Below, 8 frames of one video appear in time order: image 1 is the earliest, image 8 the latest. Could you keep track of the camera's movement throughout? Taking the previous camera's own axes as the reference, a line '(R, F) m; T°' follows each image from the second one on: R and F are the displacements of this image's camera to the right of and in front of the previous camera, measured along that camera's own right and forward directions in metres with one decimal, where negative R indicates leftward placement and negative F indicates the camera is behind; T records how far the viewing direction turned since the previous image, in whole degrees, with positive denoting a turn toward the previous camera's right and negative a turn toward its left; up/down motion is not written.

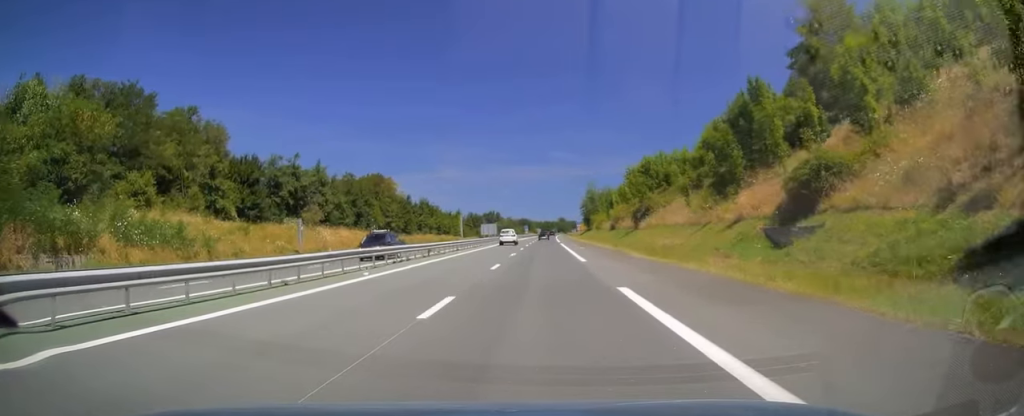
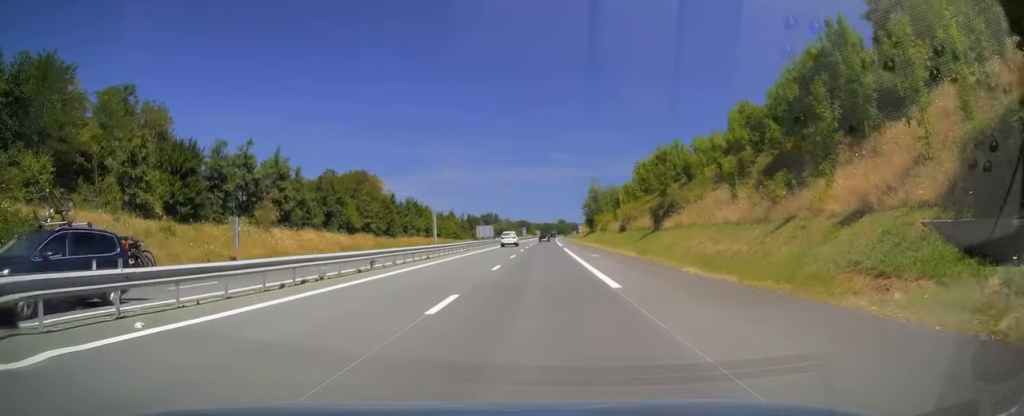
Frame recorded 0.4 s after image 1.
(0.0, +12.2) m; 0°
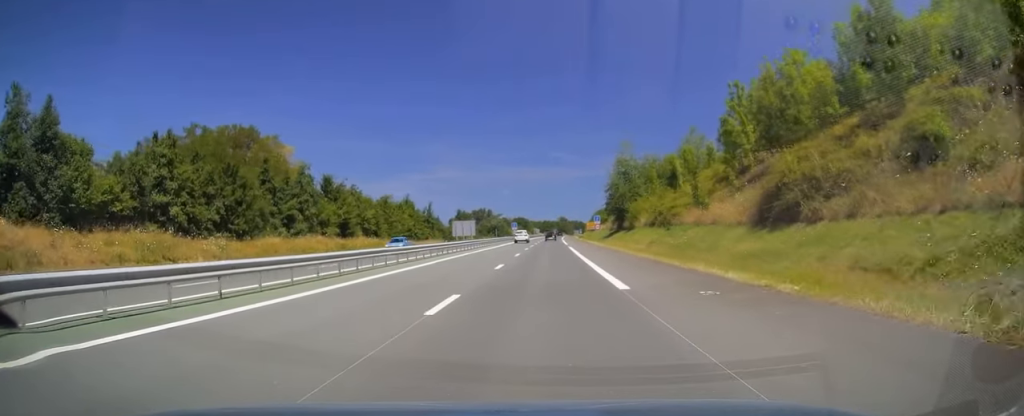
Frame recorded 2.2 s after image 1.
(0.0, +52.4) m; 0°
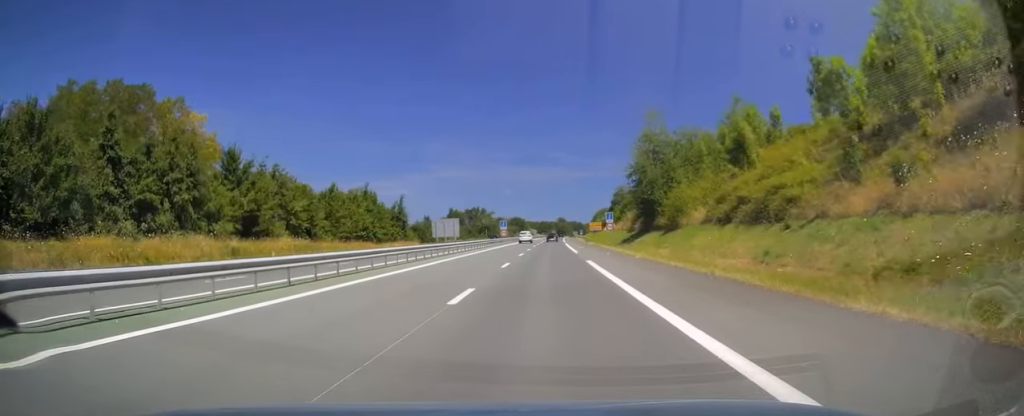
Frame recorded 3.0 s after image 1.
(0.0, +24.5) m; 0°
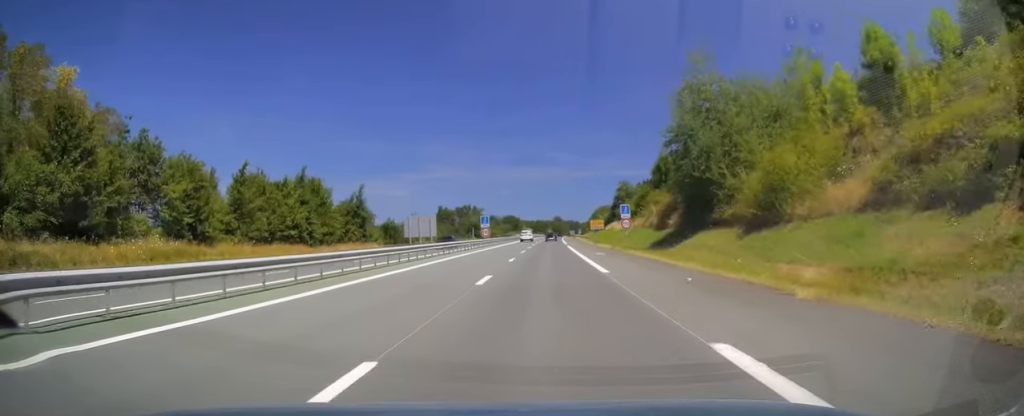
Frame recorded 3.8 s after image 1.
(0.0, +21.6) m; 0°
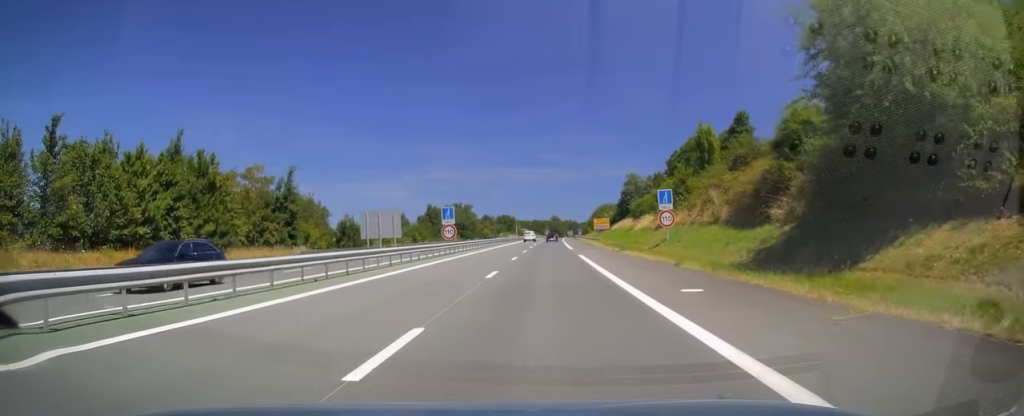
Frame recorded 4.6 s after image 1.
(0.0, +23.6) m; 0°
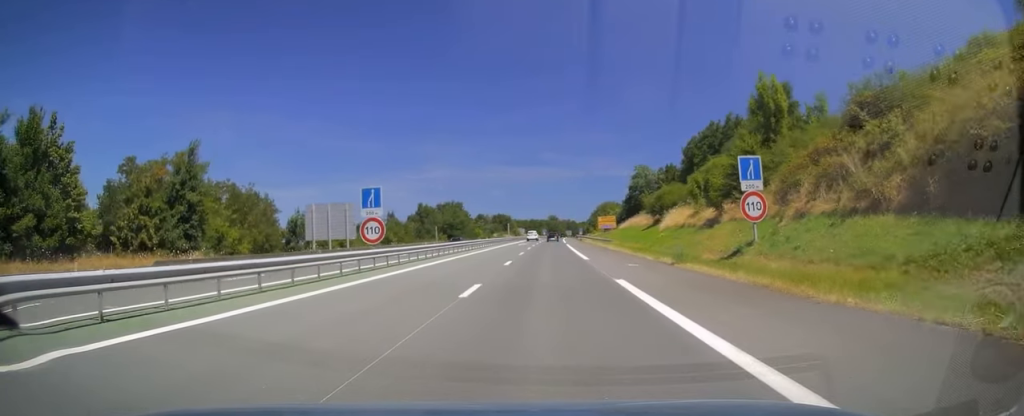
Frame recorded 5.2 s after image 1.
(0.0, +18.7) m; 0°
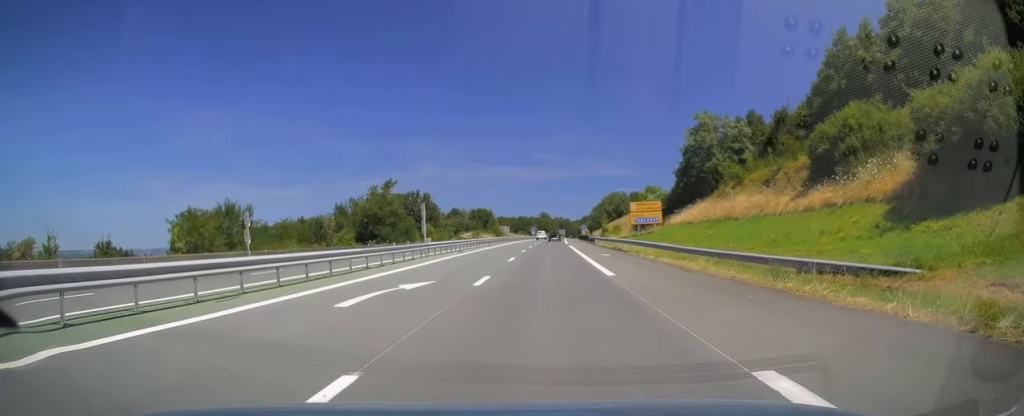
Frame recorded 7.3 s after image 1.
(+0.7, +62.9) m; +1°
